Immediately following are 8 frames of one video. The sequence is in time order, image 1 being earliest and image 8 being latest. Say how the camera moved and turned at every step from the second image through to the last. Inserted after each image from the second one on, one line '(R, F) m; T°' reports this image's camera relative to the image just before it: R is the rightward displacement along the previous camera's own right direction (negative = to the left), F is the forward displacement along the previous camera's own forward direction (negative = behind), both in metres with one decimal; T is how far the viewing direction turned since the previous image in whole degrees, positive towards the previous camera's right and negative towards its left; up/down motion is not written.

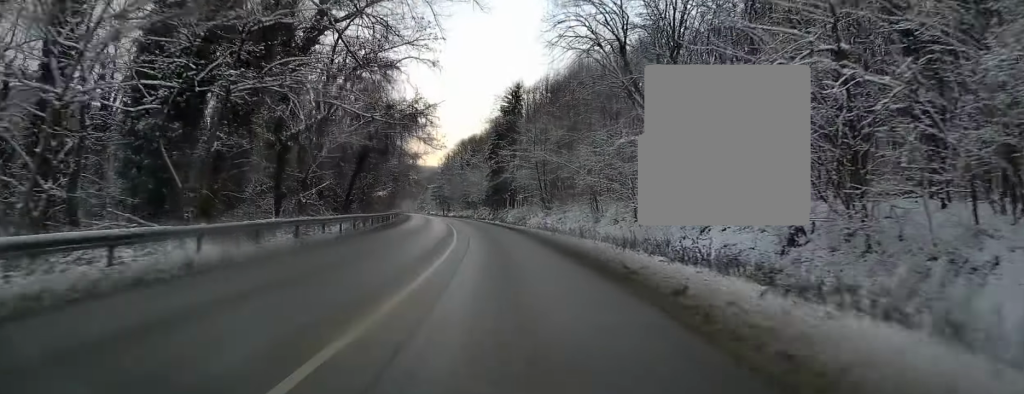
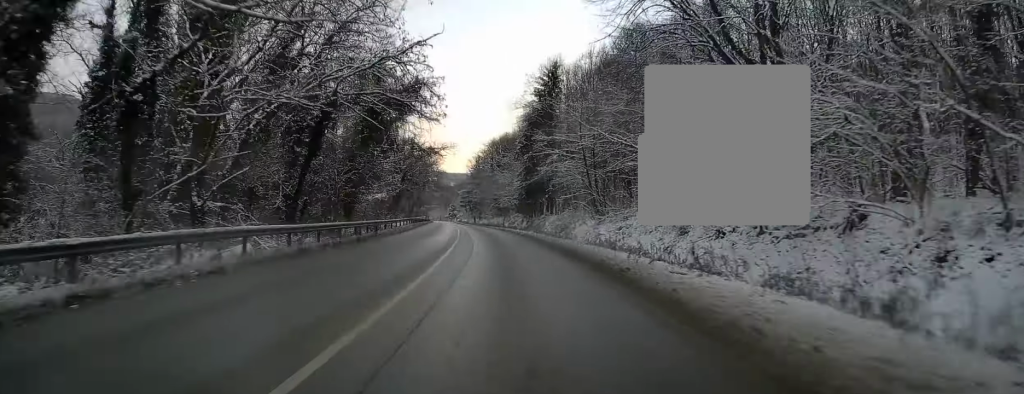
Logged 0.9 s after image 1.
(-0.3, +16.9) m; -2°
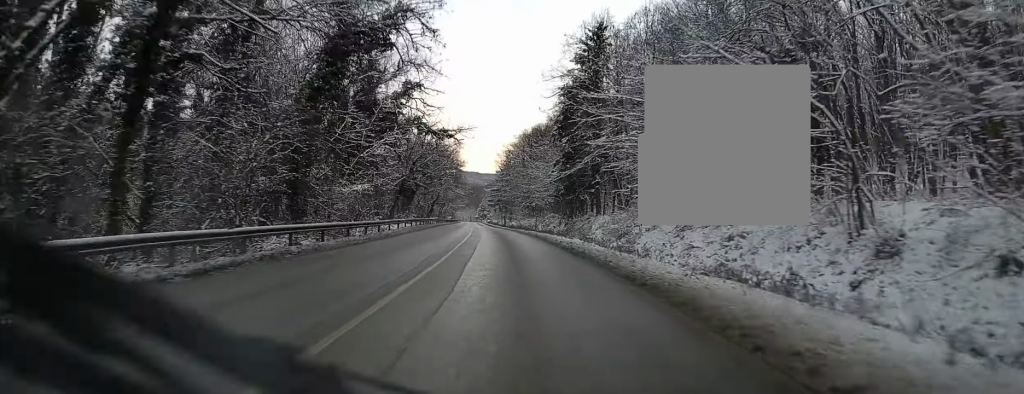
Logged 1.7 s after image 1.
(-0.3, +16.2) m; -3°
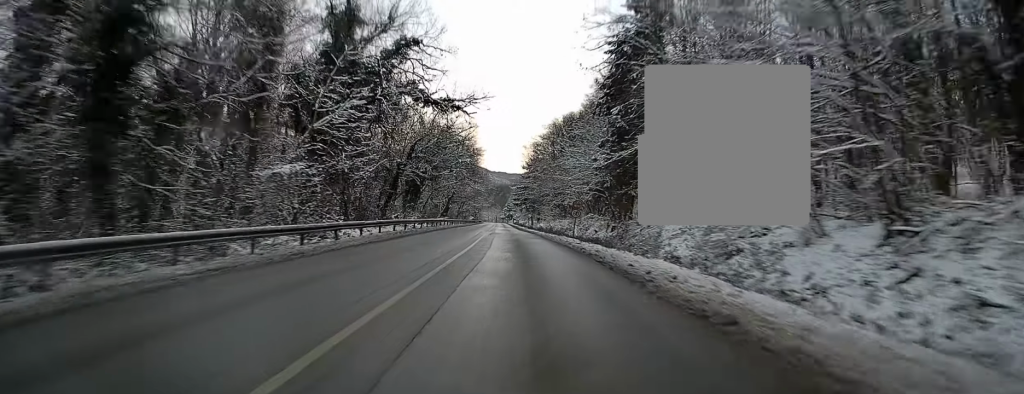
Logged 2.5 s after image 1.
(-0.2, +15.8) m; -3°
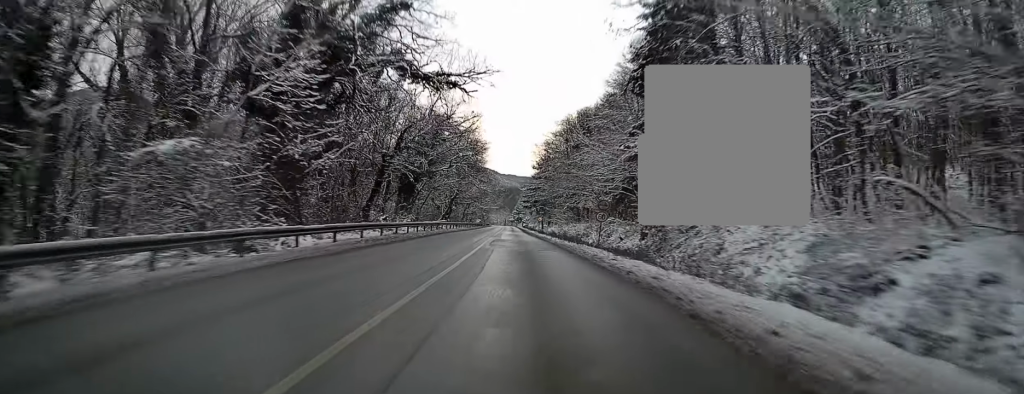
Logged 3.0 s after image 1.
(-0.4, +8.5) m; -1°
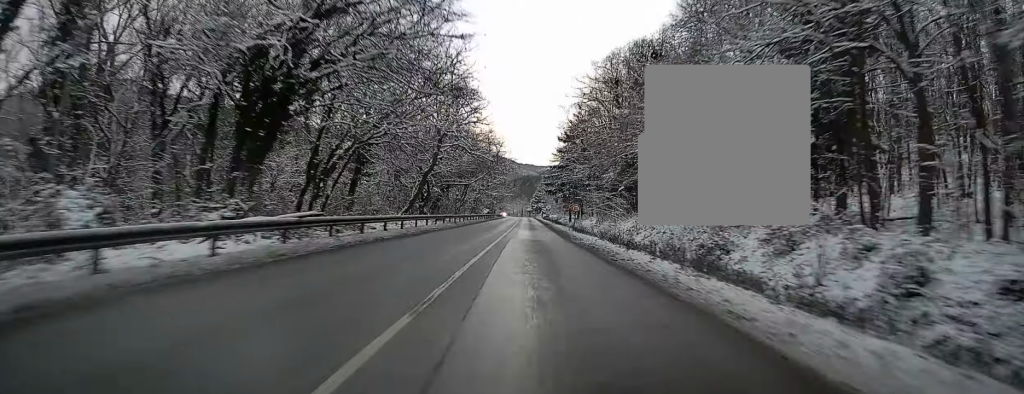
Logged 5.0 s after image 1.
(-1.1, +35.9) m; -3°
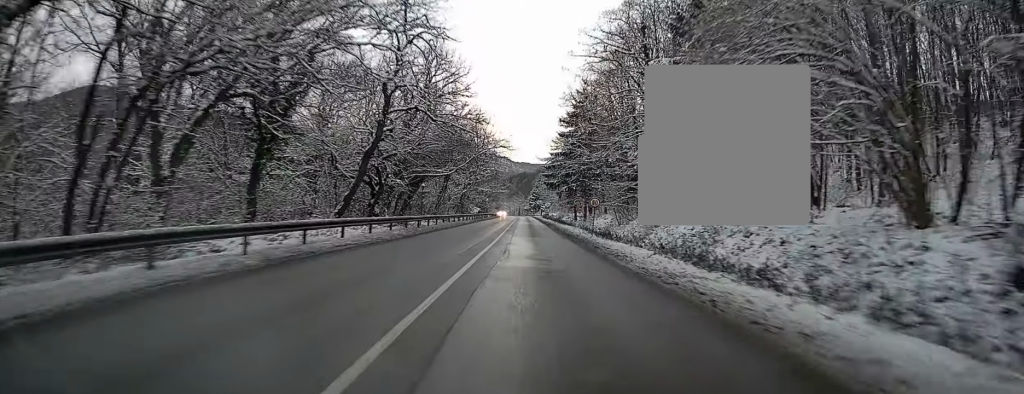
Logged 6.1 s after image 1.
(-0.1, +17.3) m; 0°
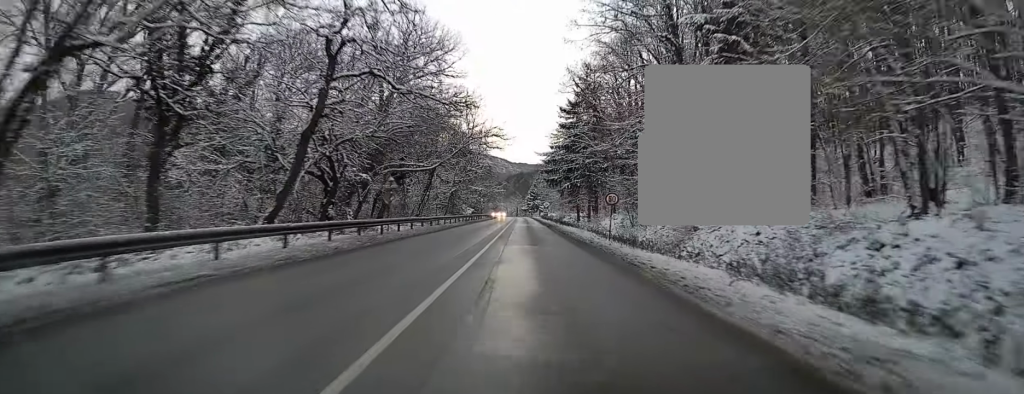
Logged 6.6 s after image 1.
(0.0, +8.8) m; 0°
